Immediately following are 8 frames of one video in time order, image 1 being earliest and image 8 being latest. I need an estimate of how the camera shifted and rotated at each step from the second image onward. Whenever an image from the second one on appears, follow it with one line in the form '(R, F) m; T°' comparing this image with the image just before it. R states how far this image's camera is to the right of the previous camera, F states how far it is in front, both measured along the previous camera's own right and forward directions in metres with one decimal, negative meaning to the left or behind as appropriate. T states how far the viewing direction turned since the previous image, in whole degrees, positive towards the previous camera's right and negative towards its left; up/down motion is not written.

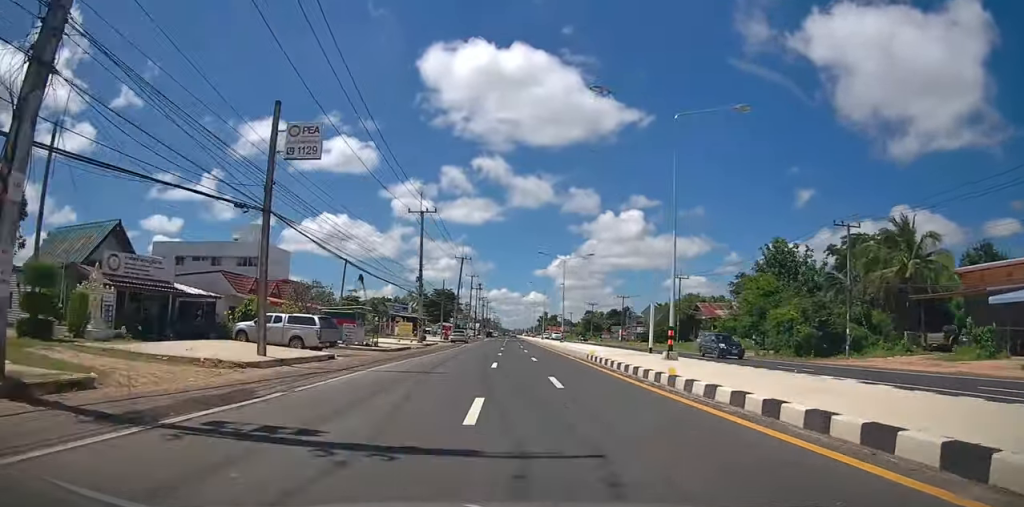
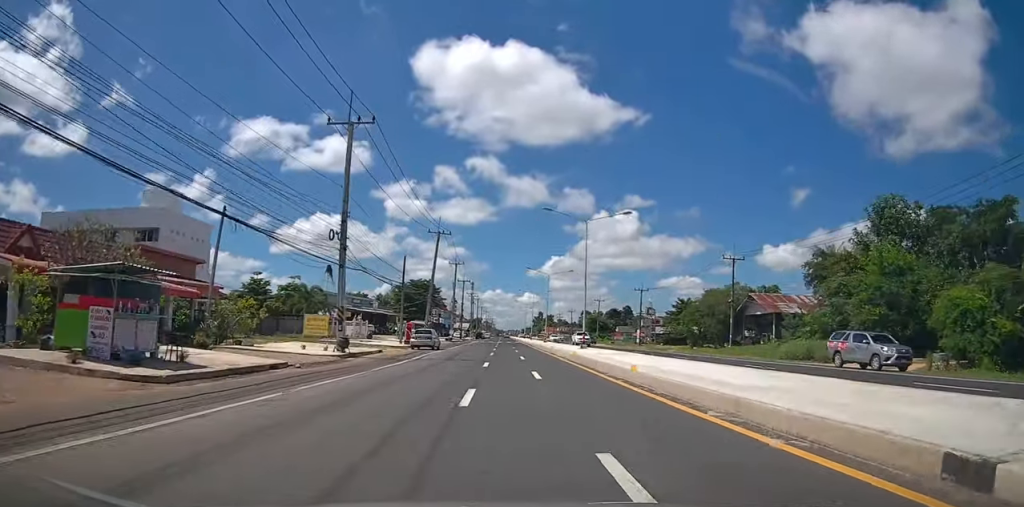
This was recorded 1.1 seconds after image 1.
(0.0, +21.7) m; 0°
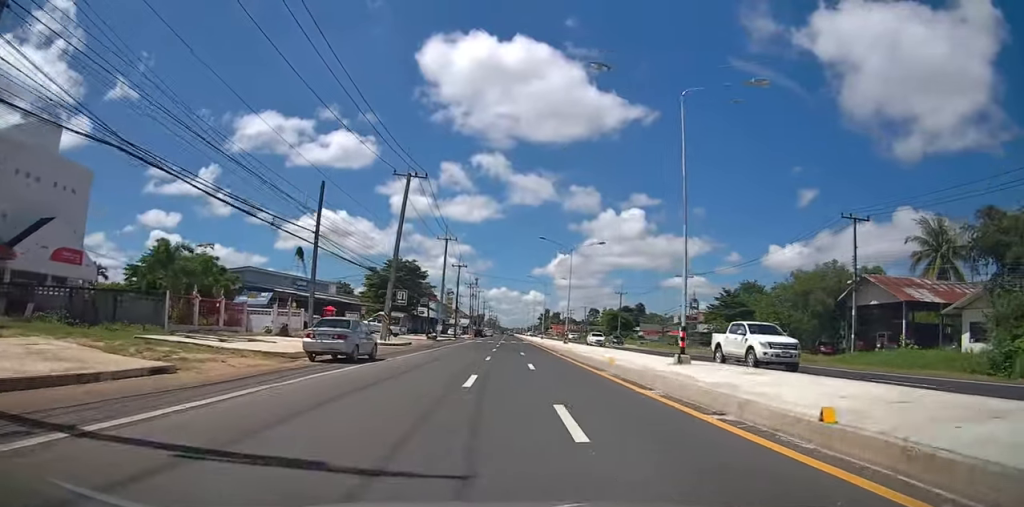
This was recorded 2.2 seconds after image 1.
(-0.1, +21.5) m; 0°
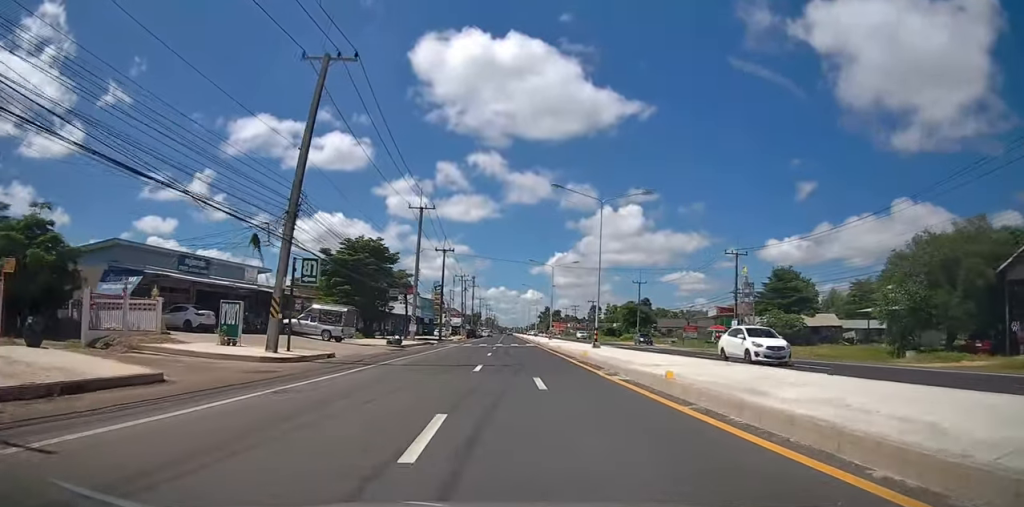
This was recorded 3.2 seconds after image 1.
(+0.1, +18.6) m; 0°
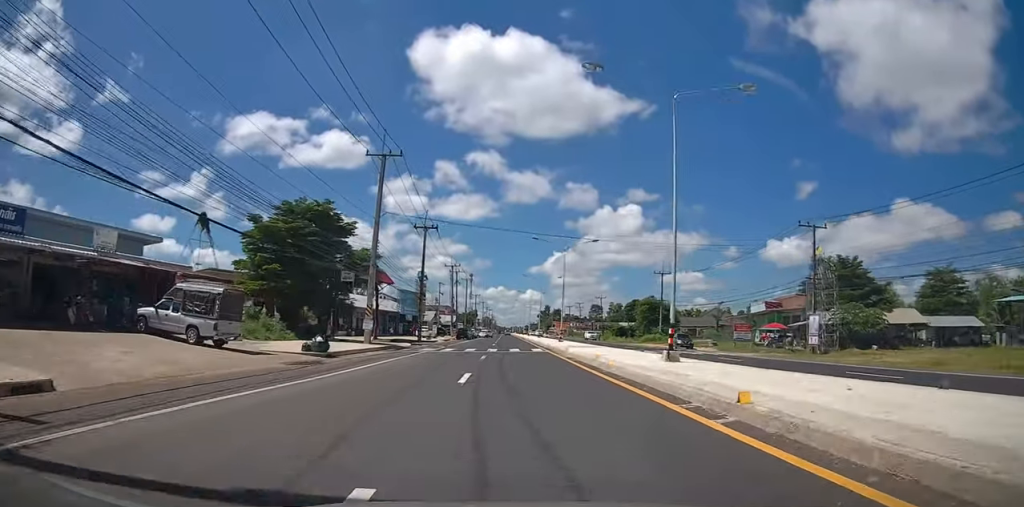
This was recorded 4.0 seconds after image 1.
(-0.2, +15.9) m; 0°
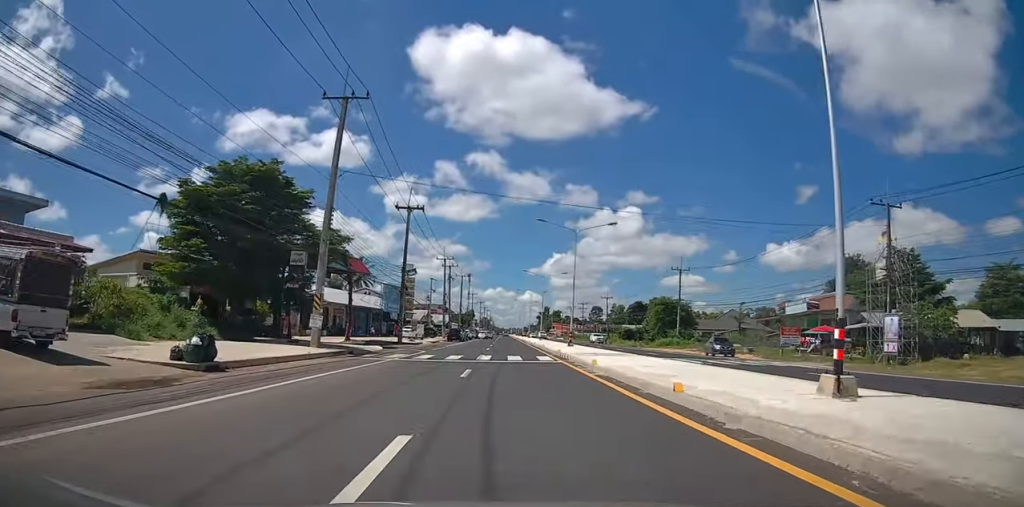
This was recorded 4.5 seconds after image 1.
(+0.1, +9.5) m; 0°
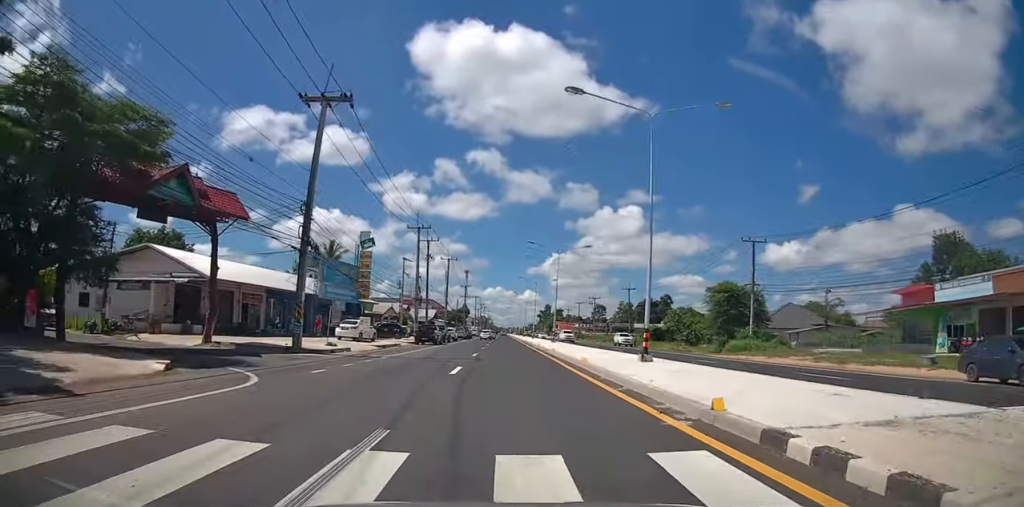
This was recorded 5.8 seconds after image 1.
(+0.1, +23.5) m; 0°
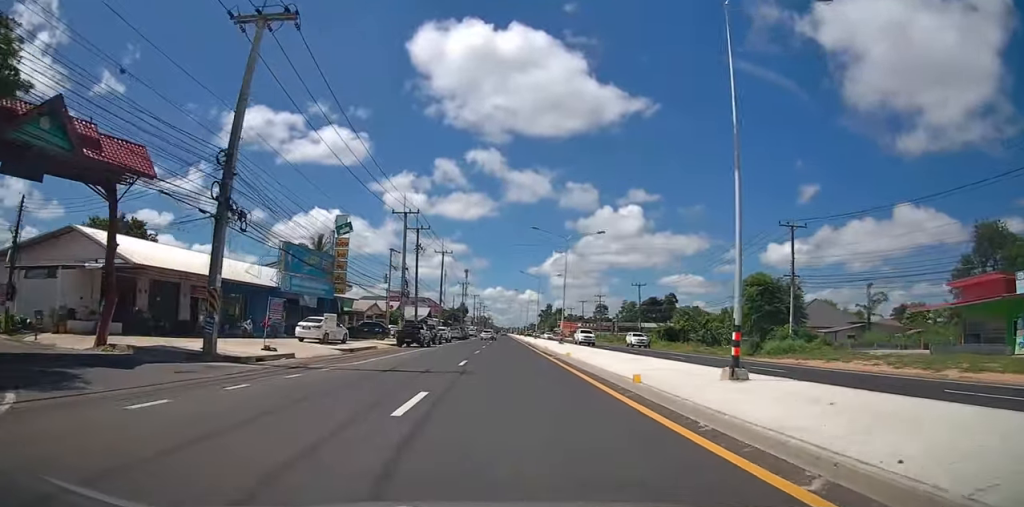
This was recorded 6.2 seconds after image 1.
(0.0, +7.7) m; 0°
